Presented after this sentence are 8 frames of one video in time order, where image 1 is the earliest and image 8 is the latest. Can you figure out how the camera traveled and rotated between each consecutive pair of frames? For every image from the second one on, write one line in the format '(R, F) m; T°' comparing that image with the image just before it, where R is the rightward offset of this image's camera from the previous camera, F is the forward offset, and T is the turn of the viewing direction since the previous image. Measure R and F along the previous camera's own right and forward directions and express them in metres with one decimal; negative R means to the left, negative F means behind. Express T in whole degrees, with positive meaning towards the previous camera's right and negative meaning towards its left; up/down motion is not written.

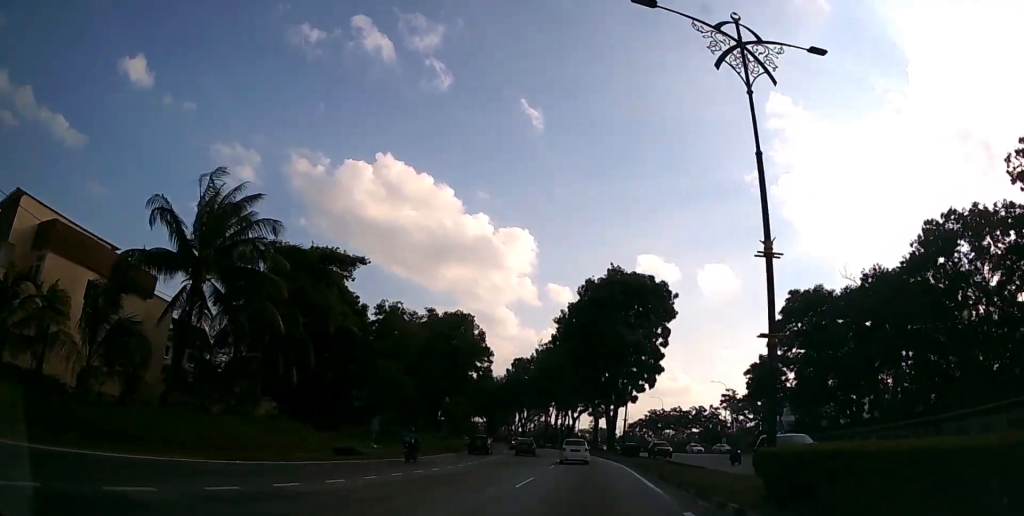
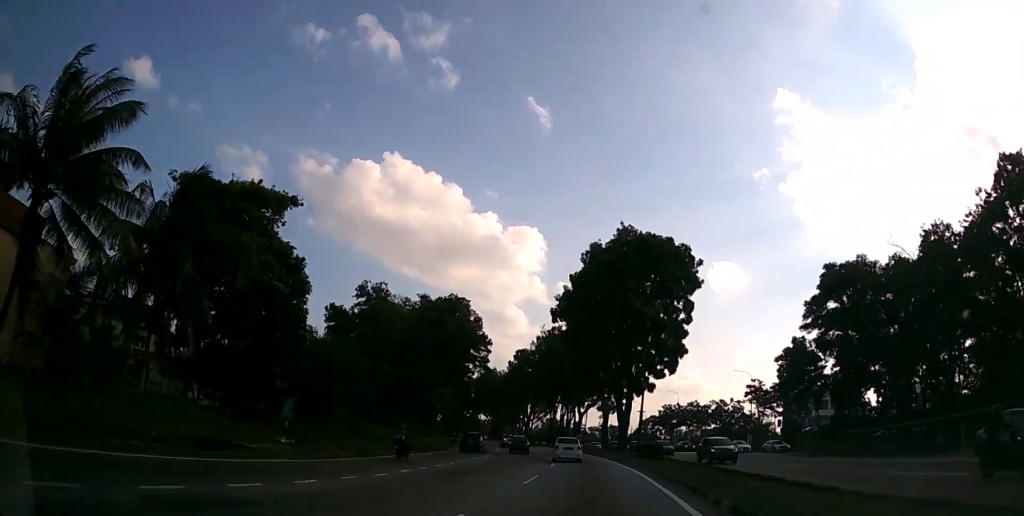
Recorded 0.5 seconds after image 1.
(-0.1, +10.3) m; -1°
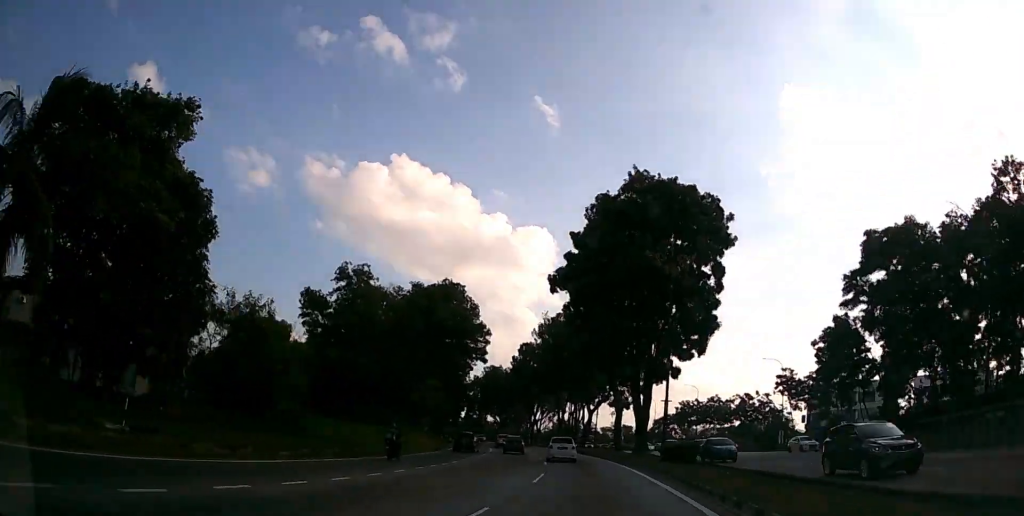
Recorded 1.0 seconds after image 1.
(-0.1, +10.0) m; -1°
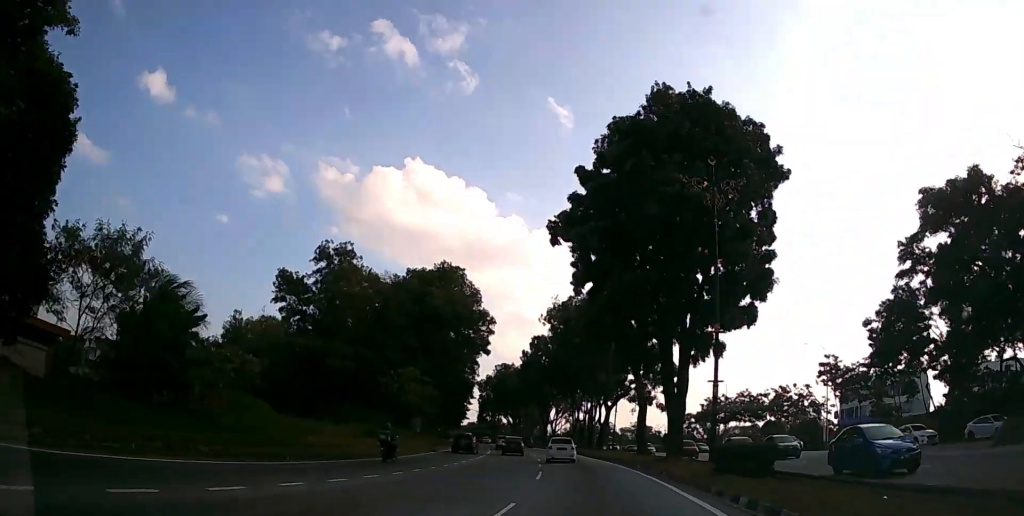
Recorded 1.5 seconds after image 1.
(-0.1, +10.3) m; -1°
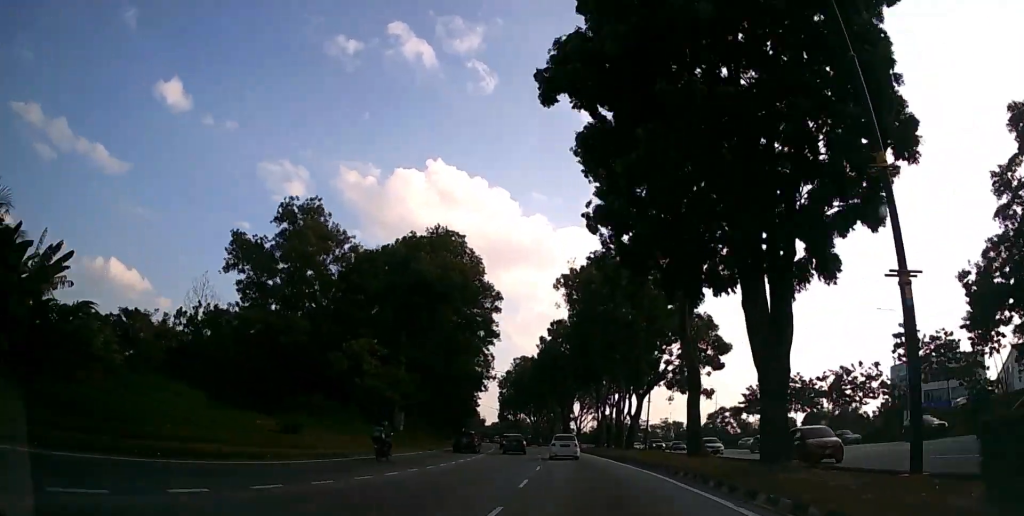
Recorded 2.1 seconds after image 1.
(0.0, +12.7) m; -2°
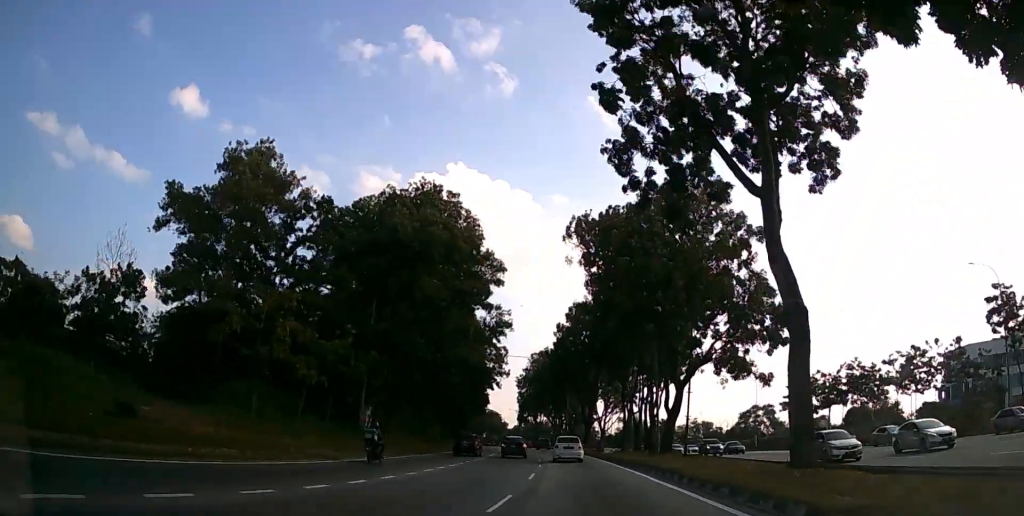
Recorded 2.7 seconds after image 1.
(-0.4, +12.4) m; -3°
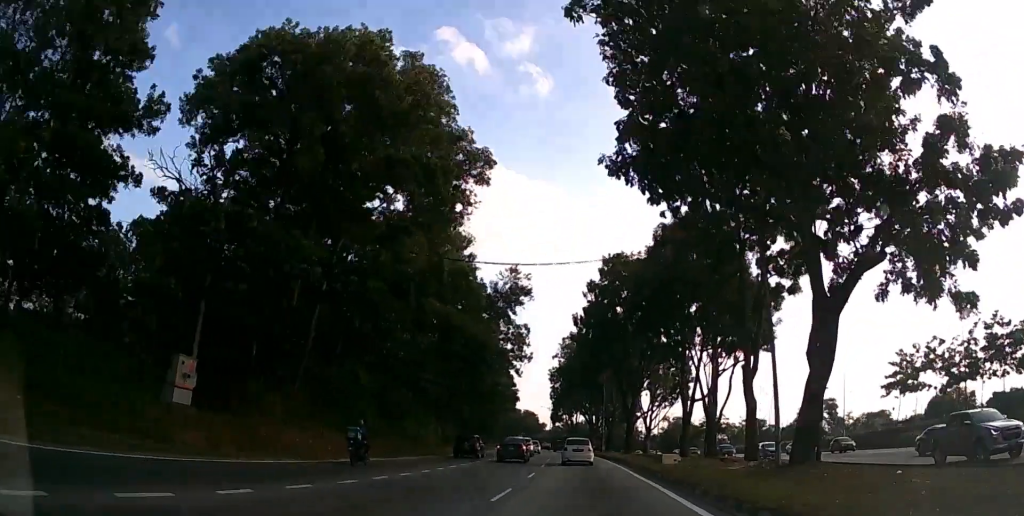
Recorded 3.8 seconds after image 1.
(-1.0, +22.5) m; -4°
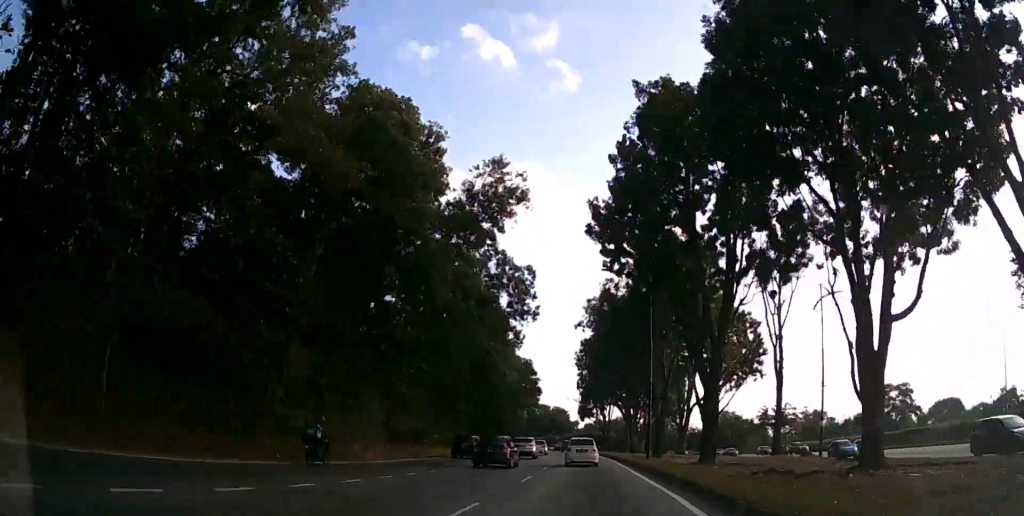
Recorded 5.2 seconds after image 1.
(-1.1, +28.6) m; -4°
